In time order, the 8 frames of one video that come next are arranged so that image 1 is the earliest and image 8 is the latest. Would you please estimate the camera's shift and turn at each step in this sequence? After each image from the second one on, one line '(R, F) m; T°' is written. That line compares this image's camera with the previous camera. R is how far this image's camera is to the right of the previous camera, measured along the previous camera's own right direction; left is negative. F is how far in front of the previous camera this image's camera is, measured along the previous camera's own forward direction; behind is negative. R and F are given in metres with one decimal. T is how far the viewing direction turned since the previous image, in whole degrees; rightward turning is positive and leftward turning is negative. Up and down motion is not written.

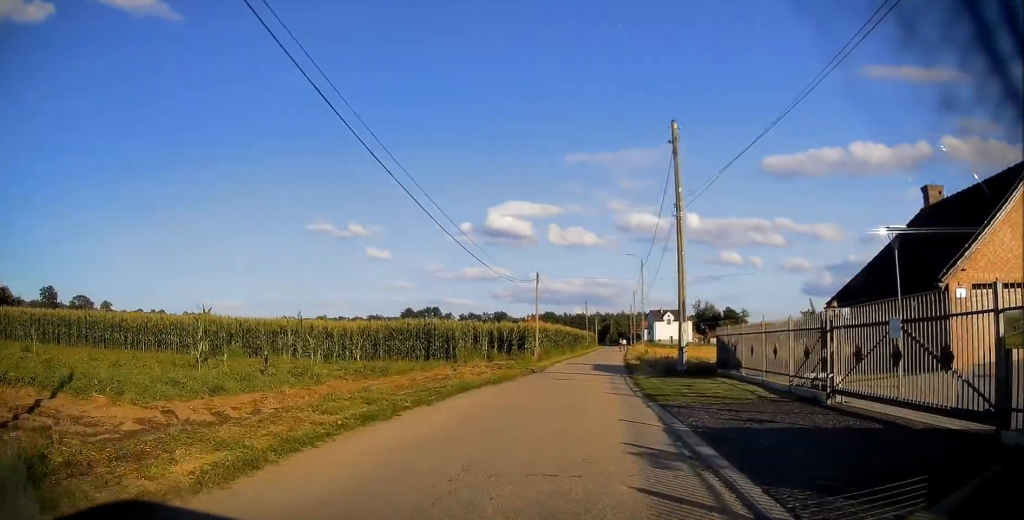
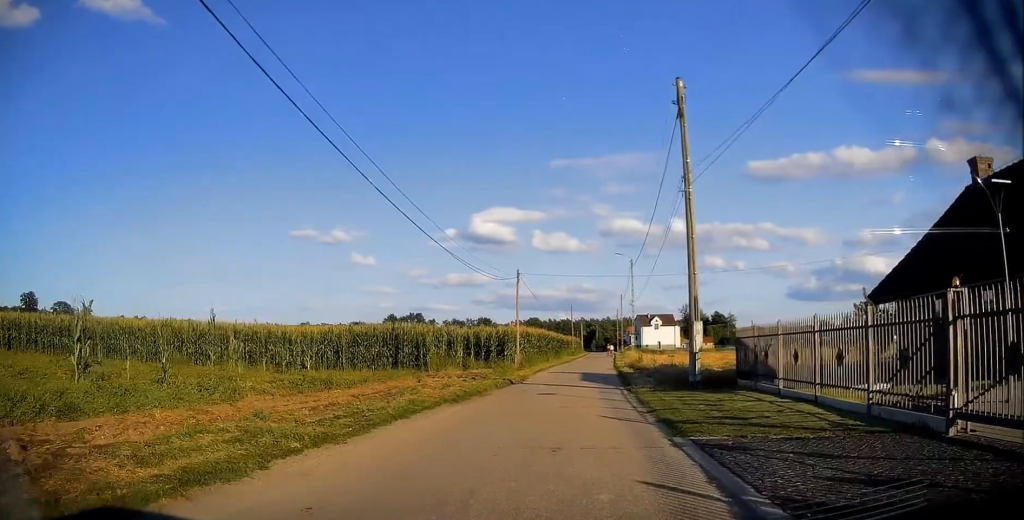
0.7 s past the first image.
(+0.1, +4.2) m; +2°
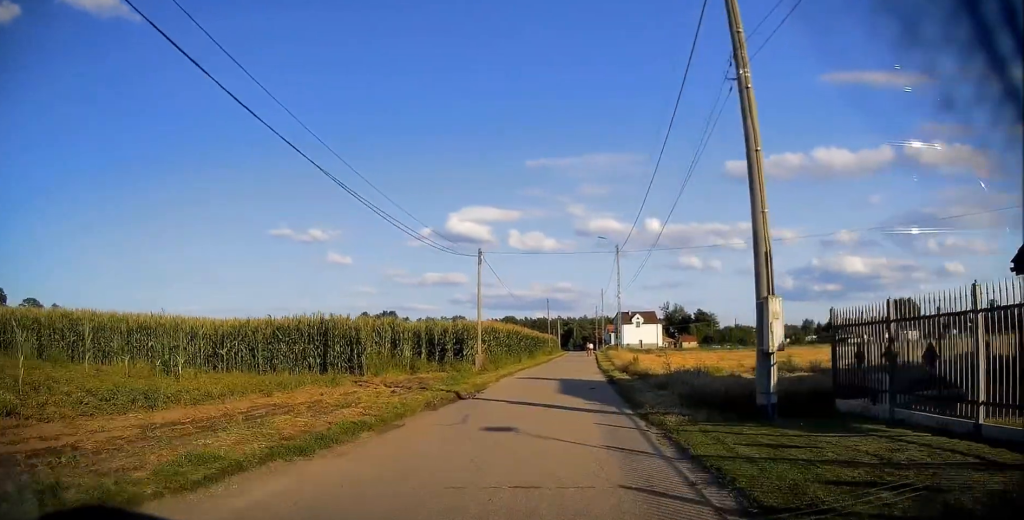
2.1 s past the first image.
(+0.1, +7.4) m; 0°
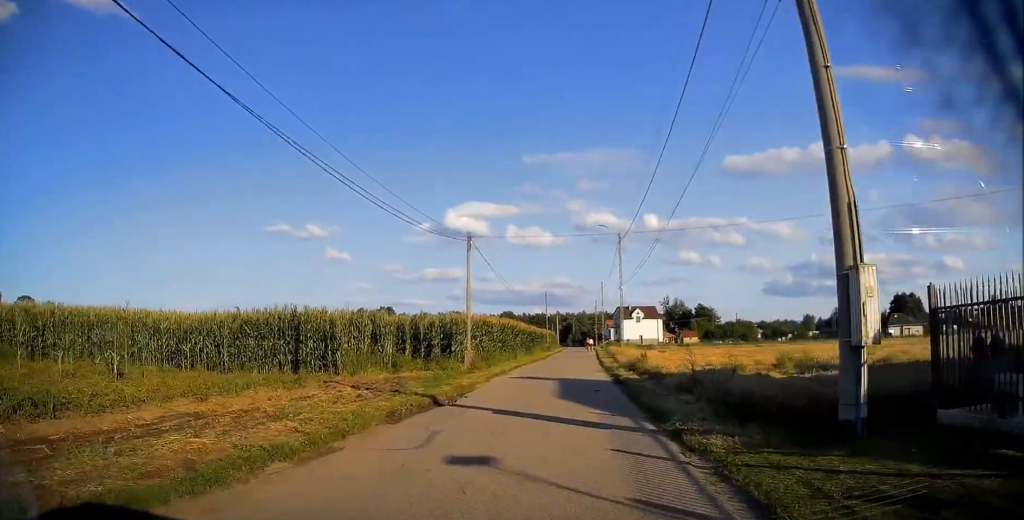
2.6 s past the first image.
(0.0, +2.6) m; 0°
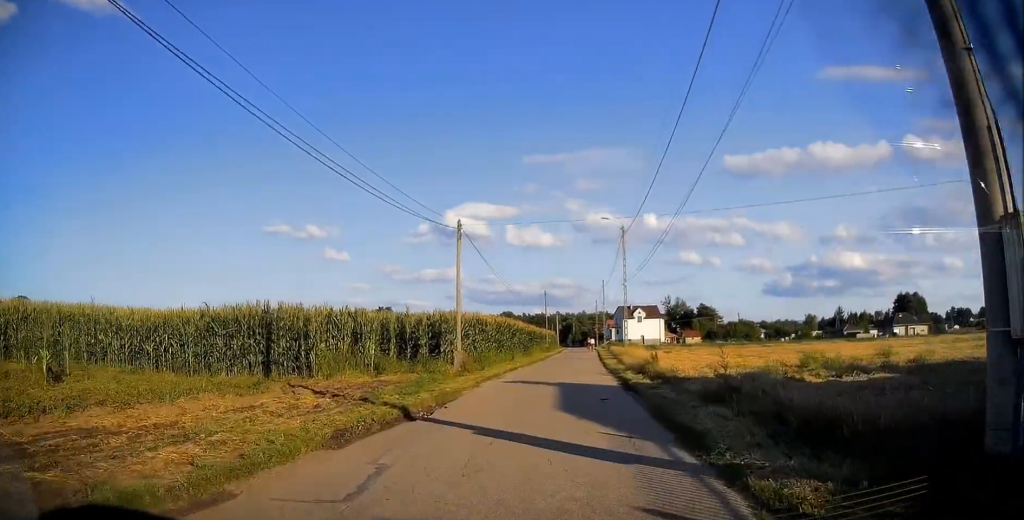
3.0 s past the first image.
(0.0, +2.3) m; 0°
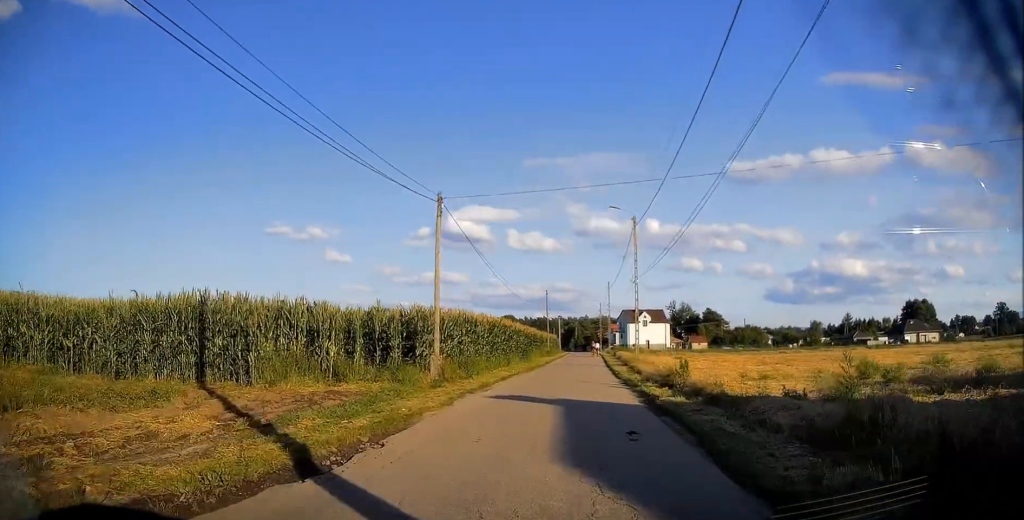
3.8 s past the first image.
(0.0, +4.2) m; 0°
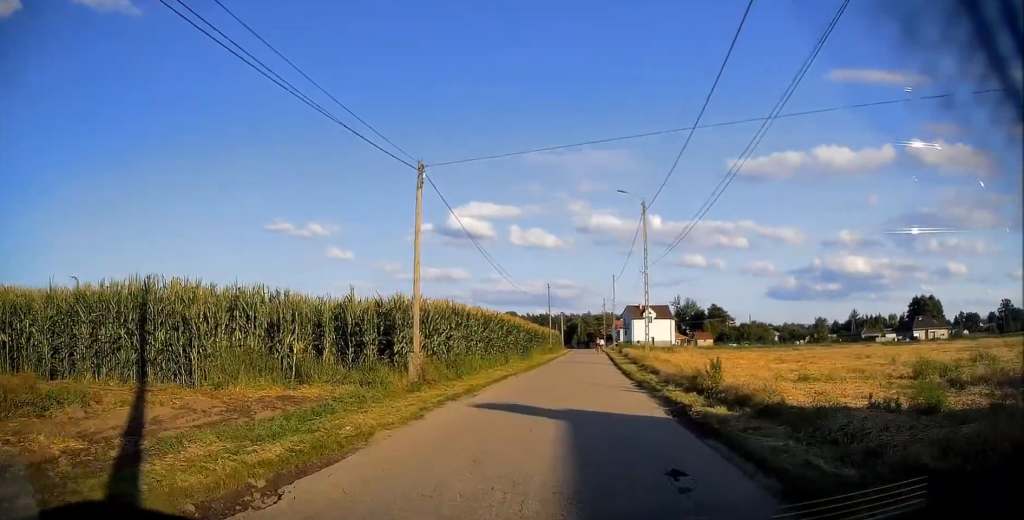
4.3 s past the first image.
(0.0, +2.9) m; 0°
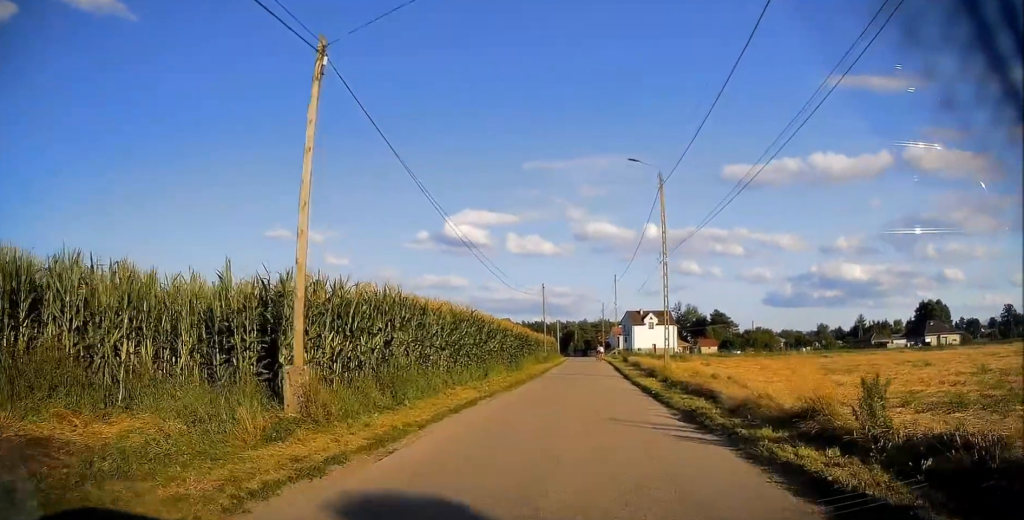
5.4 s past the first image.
(0.0, +7.2) m; 0°
